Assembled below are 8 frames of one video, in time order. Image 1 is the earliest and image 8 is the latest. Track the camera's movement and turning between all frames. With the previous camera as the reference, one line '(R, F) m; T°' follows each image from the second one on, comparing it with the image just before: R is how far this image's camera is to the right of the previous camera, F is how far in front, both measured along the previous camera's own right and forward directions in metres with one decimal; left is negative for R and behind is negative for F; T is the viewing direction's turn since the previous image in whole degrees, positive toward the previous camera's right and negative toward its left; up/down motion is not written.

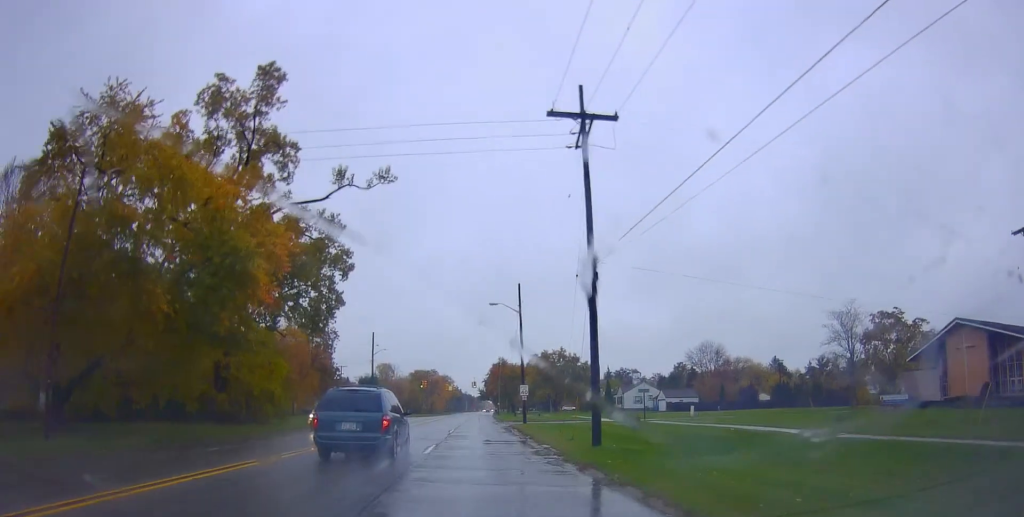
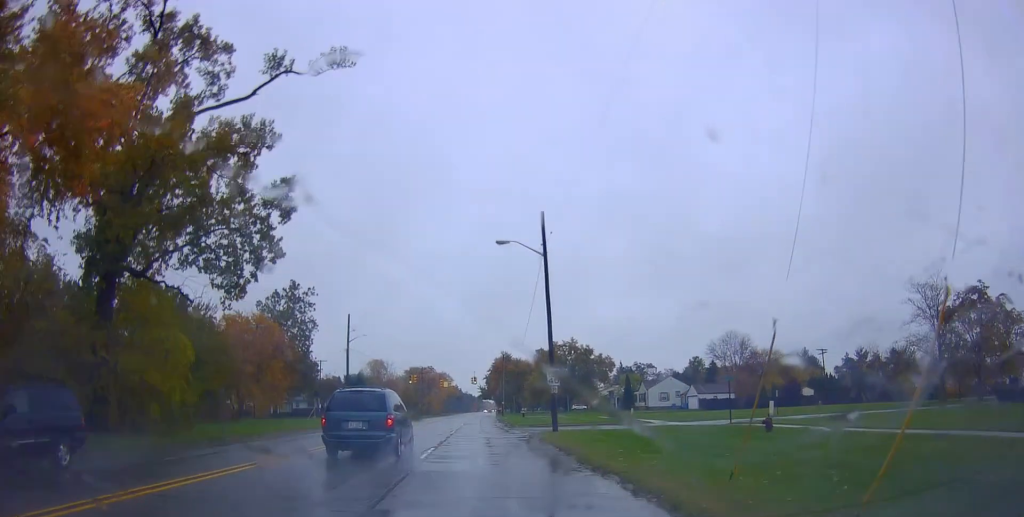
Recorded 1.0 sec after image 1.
(0.0, +17.3) m; +2°
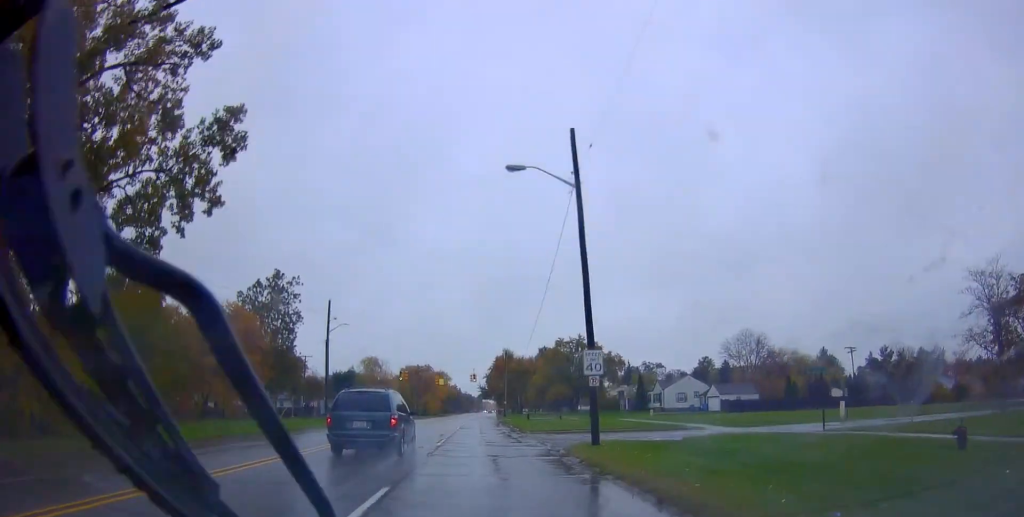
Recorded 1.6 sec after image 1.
(+0.5, +9.7) m; +1°
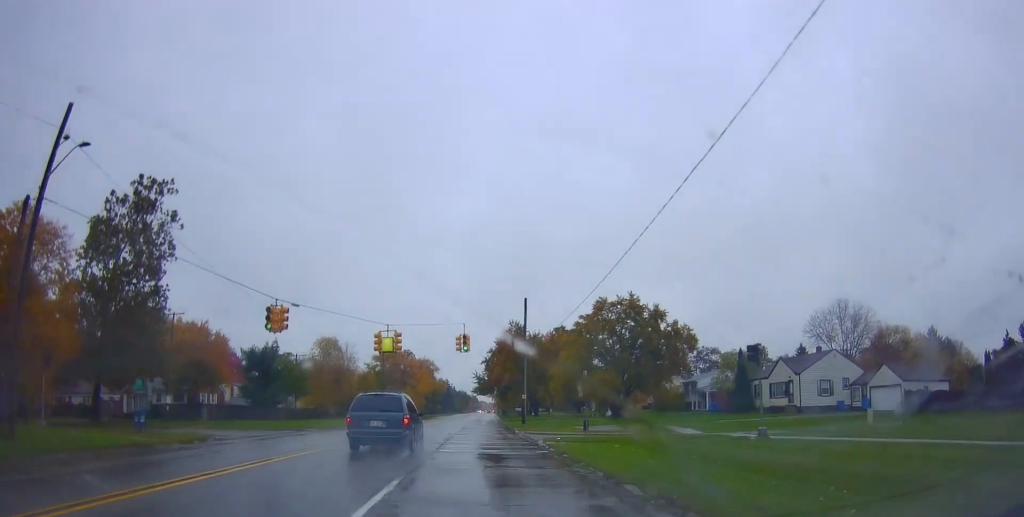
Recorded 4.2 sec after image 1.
(-0.1, +43.6) m; -1°
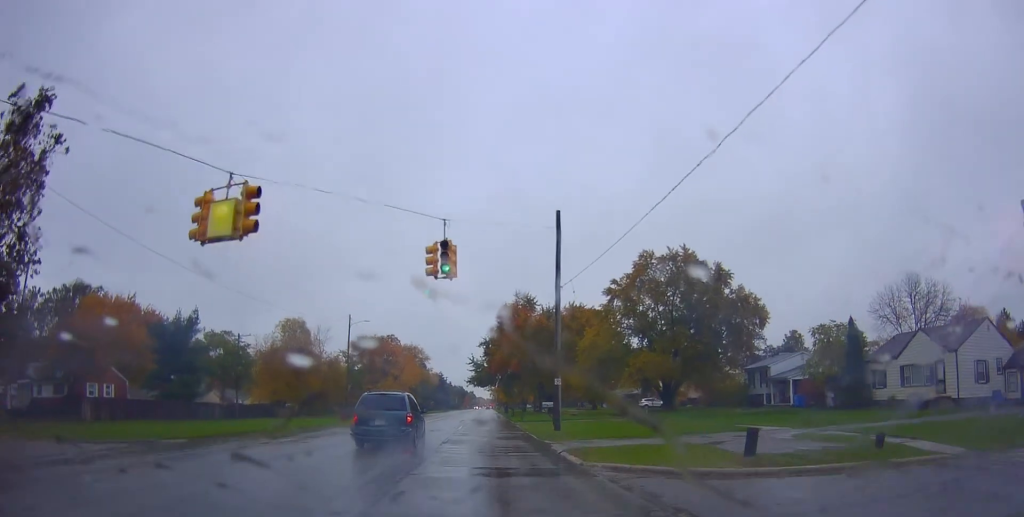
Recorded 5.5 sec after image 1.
(-0.3, +21.9) m; -1°
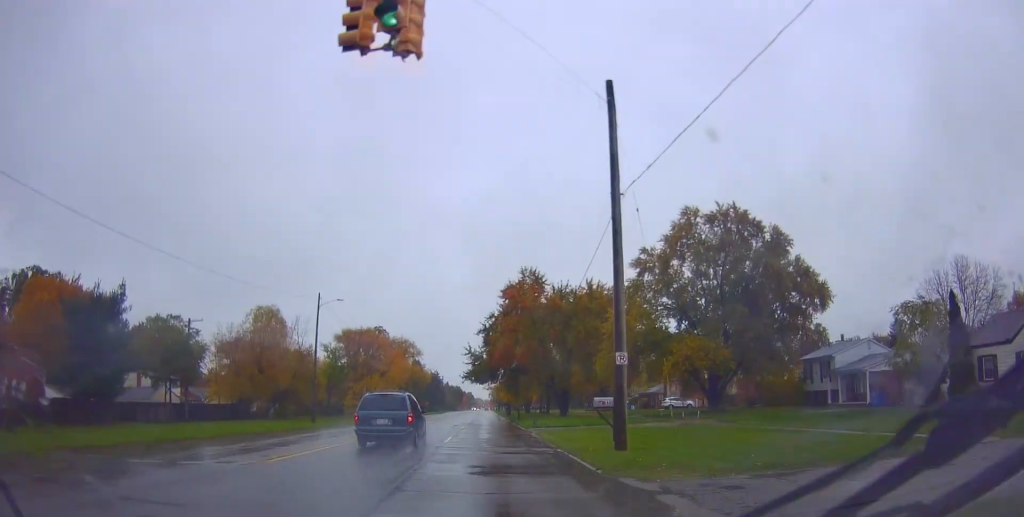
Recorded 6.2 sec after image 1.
(0.0, +12.5) m; 0°
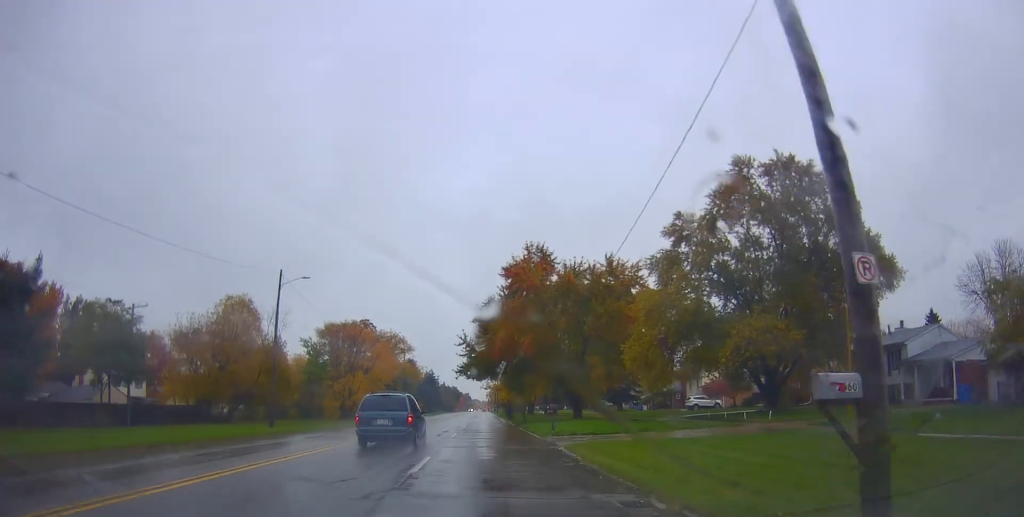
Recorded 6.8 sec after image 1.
(0.0, +10.3) m; 0°
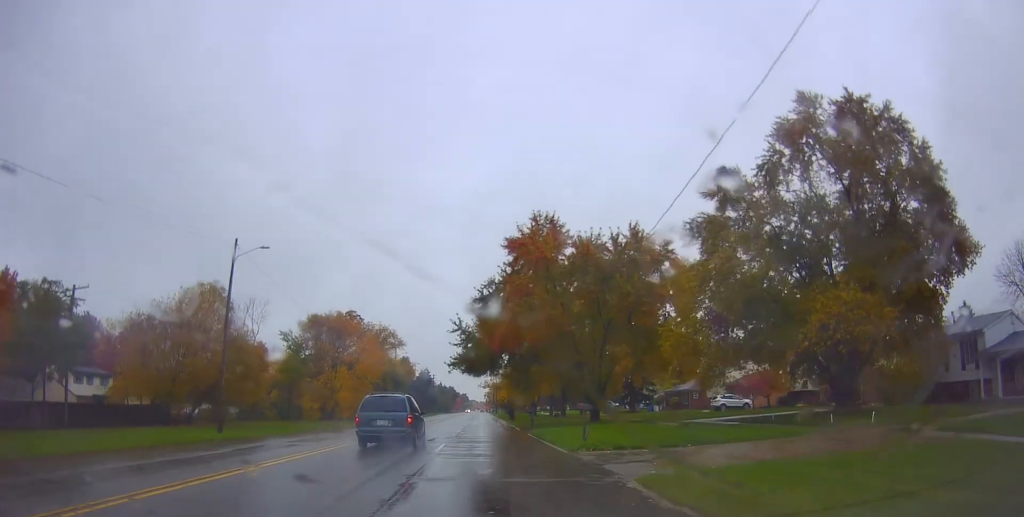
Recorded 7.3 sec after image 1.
(0.0, +8.6) m; +1°
